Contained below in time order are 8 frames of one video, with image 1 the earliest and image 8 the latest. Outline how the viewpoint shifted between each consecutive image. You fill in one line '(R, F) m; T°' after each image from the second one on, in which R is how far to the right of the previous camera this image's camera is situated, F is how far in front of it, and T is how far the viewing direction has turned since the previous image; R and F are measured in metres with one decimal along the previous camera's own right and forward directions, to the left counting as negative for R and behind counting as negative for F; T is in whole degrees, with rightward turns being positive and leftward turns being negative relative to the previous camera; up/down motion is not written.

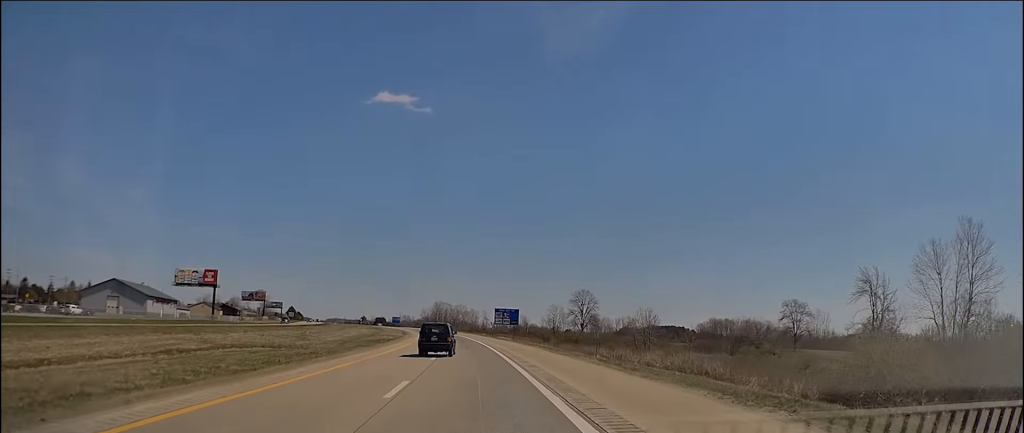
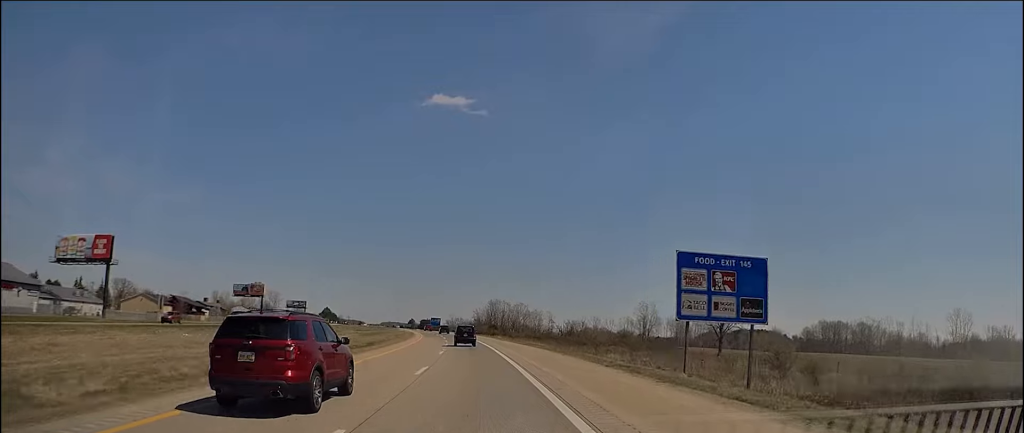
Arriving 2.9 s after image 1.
(-5.2, +84.2) m; -7°
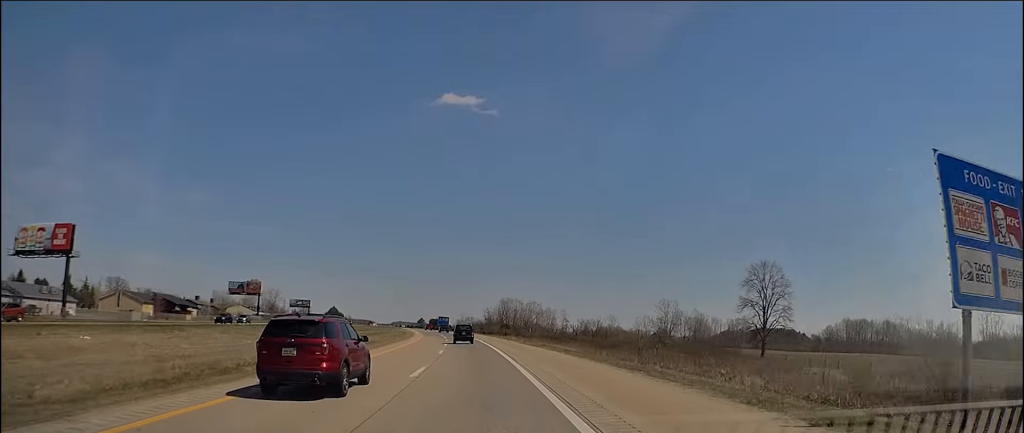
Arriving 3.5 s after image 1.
(-0.2, +16.4) m; -1°
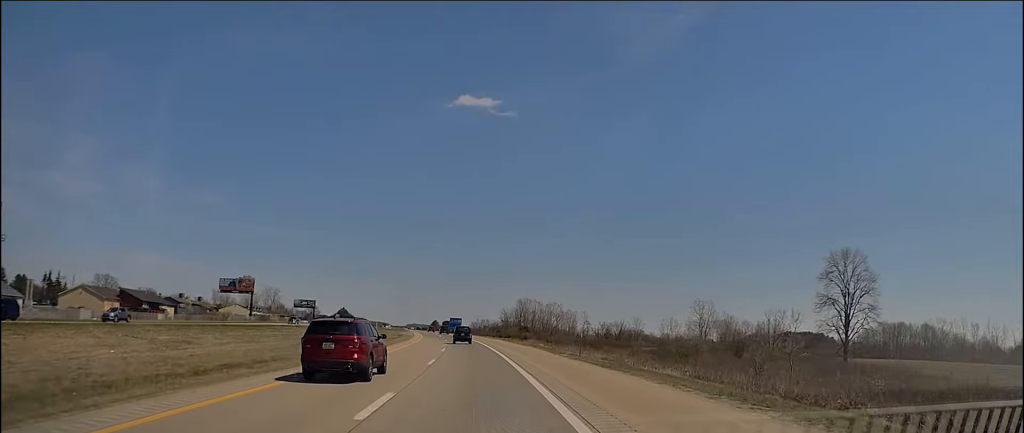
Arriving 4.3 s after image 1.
(-0.3, +24.2) m; -1°
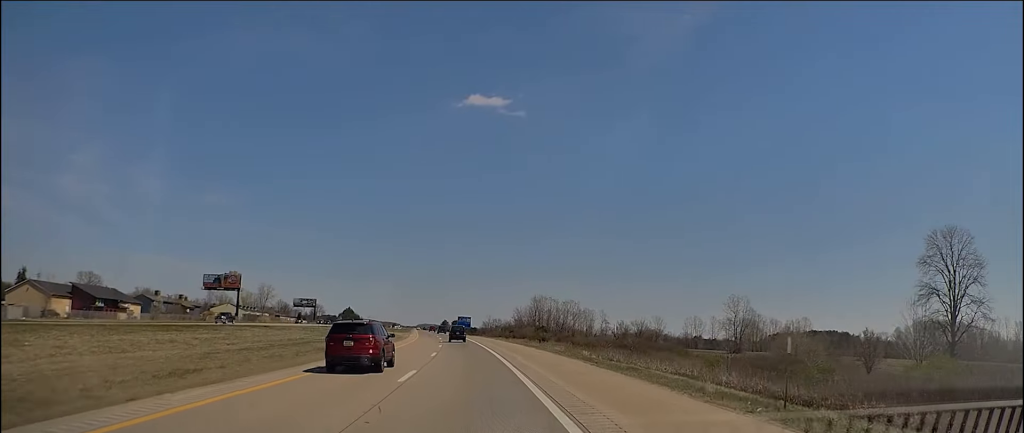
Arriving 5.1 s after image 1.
(+0.2, +23.2) m; -2°
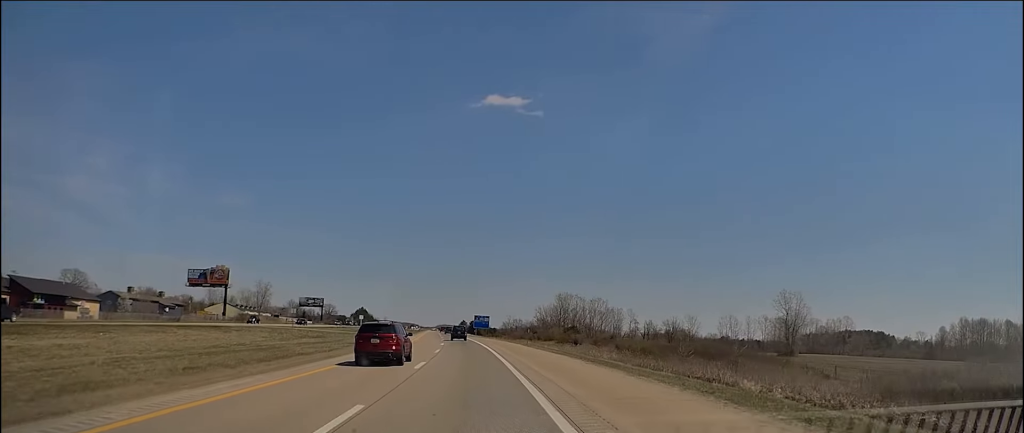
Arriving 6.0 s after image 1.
(-0.9, +25.1) m; -1°
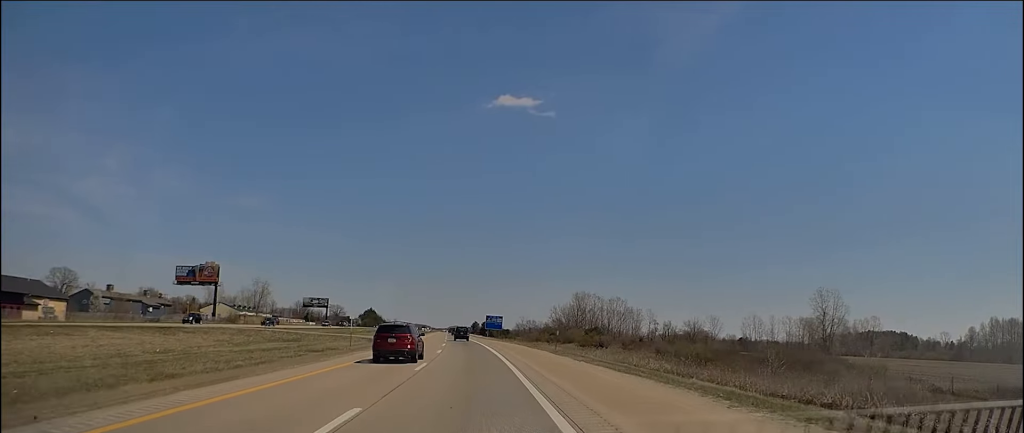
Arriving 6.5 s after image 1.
(+0.1, +15.5) m; -1°
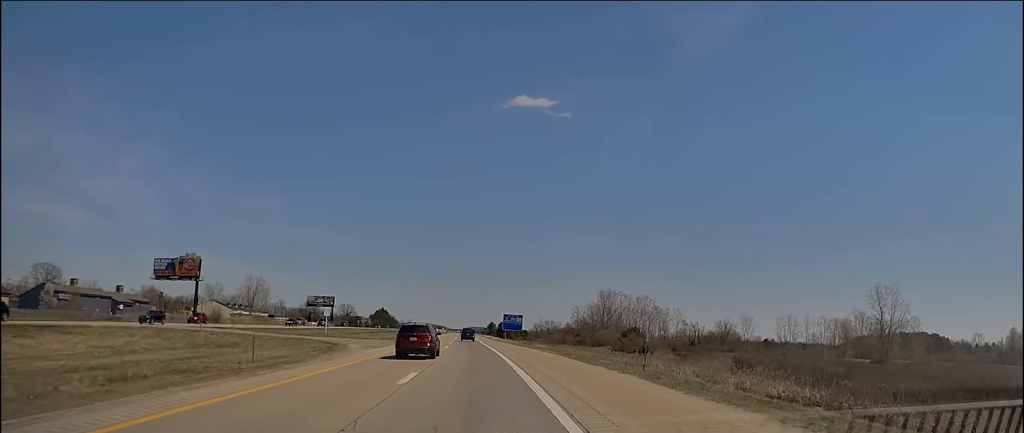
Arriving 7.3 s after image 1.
(+0.4, +21.2) m; -1°
